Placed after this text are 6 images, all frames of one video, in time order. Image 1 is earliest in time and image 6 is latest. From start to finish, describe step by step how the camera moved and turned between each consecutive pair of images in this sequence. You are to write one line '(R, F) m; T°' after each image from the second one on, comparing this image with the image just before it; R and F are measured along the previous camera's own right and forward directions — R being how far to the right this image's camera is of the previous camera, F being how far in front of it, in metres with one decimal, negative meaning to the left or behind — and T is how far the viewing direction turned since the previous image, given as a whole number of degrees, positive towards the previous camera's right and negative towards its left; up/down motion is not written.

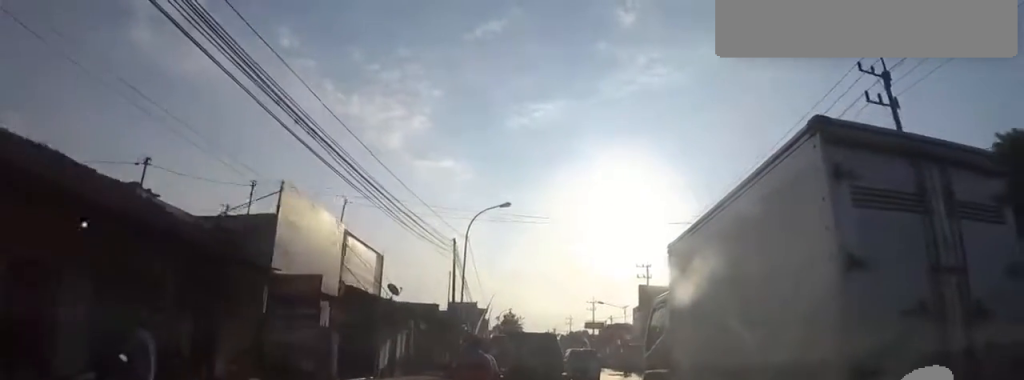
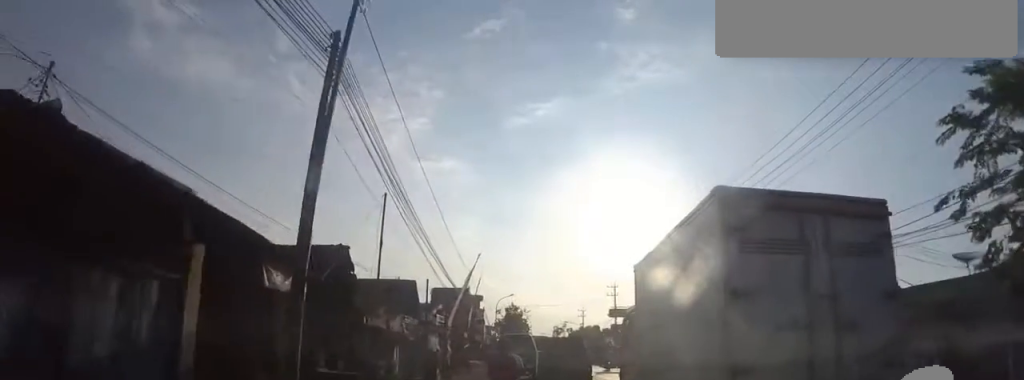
(+0.2, +17.3) m; +1°
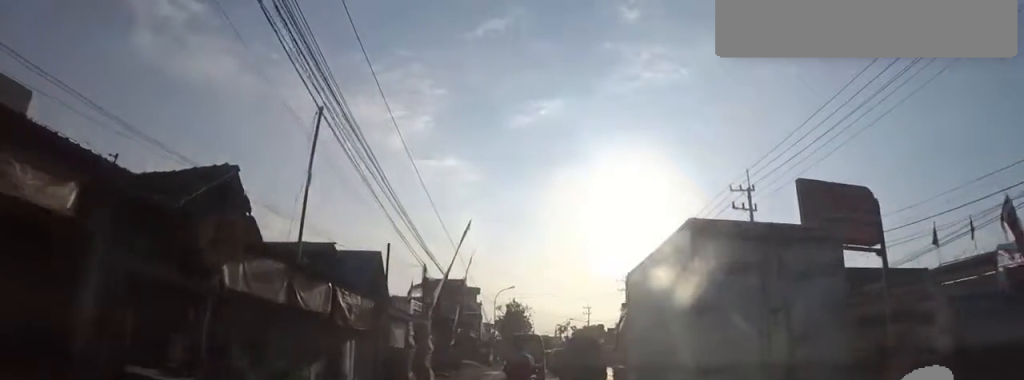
(0.0, +7.0) m; 0°
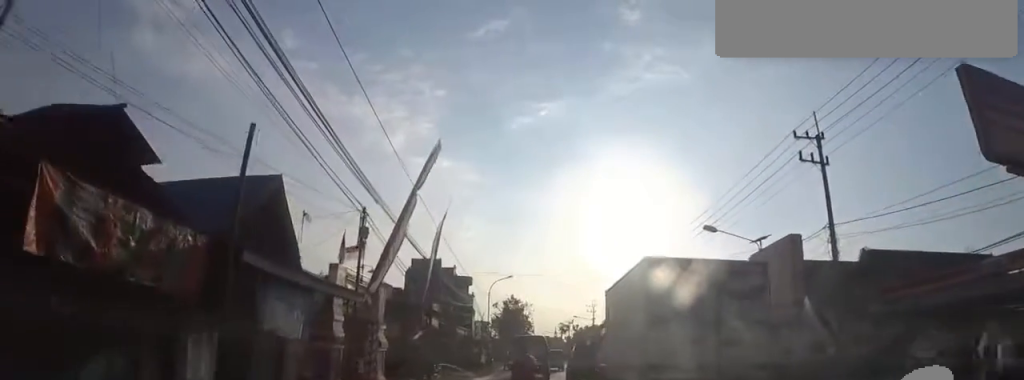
(0.0, +8.2) m; 0°
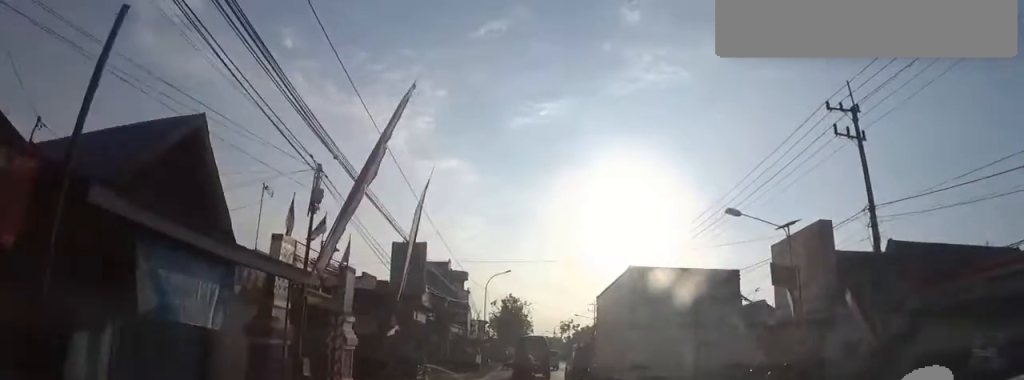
(0.0, +3.0) m; 0°
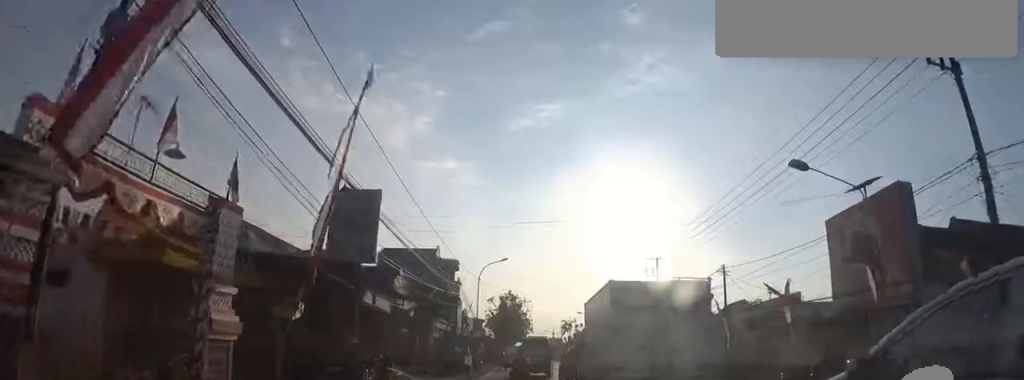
(0.0, +5.9) m; 0°
